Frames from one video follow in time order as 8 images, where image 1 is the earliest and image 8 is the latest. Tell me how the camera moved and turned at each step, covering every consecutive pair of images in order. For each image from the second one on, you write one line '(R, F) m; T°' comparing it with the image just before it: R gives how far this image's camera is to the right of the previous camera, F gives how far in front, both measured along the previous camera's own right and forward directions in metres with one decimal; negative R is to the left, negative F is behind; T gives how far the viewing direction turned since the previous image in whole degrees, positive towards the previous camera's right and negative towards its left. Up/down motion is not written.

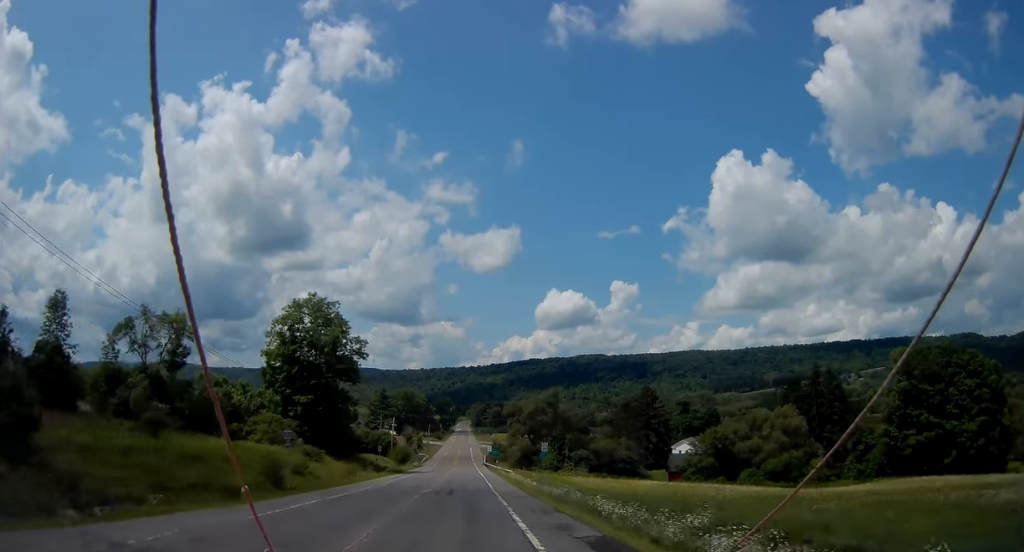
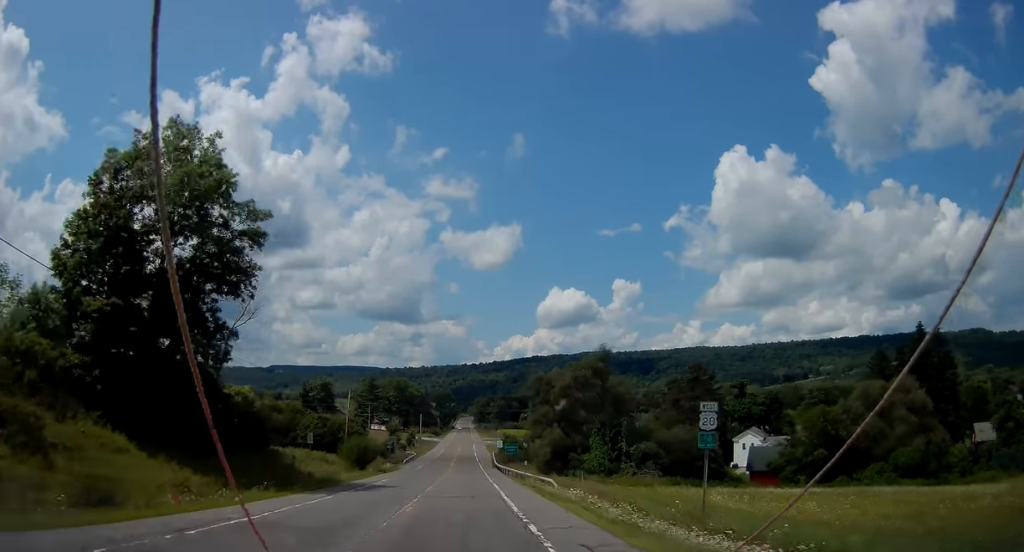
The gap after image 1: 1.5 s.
(+0.4, +38.8) m; 0°
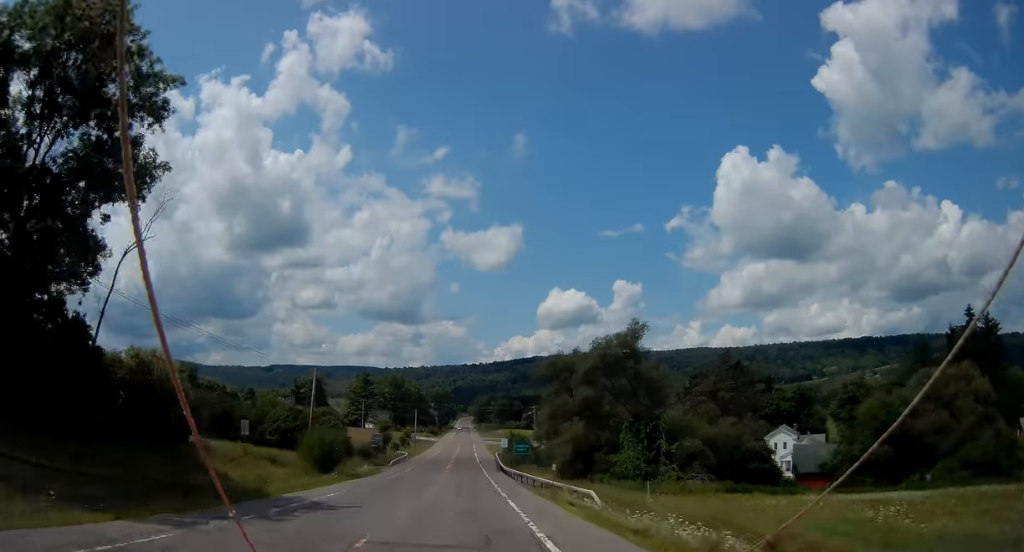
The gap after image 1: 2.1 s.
(0.0, +14.4) m; -1°
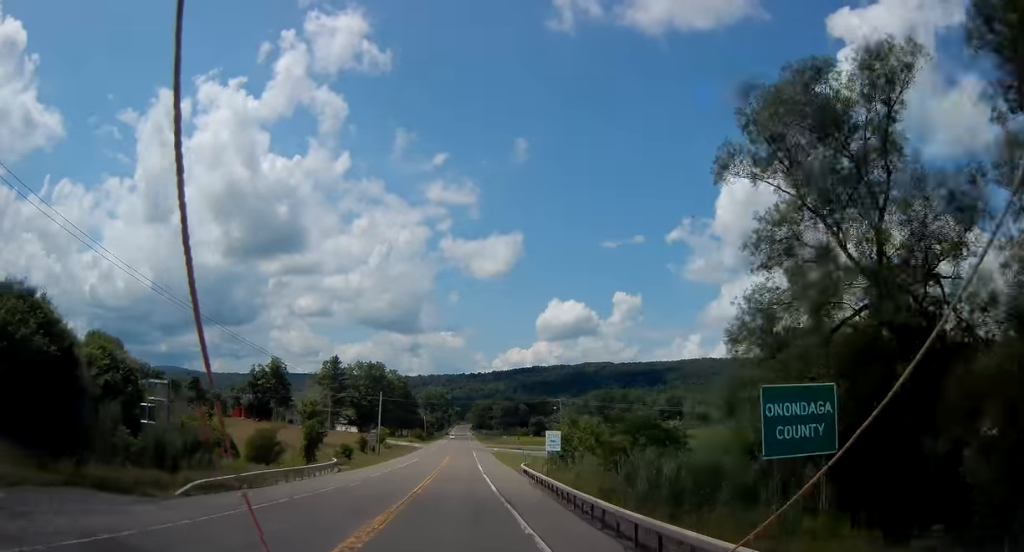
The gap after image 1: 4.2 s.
(-0.2, +53.7) m; +1°
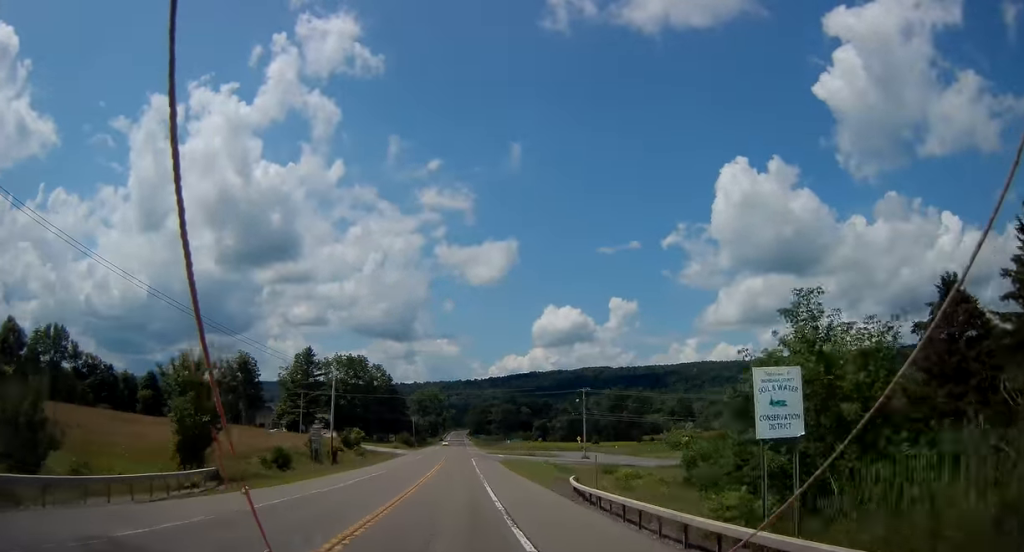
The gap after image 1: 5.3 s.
(+0.3, +28.3) m; 0°
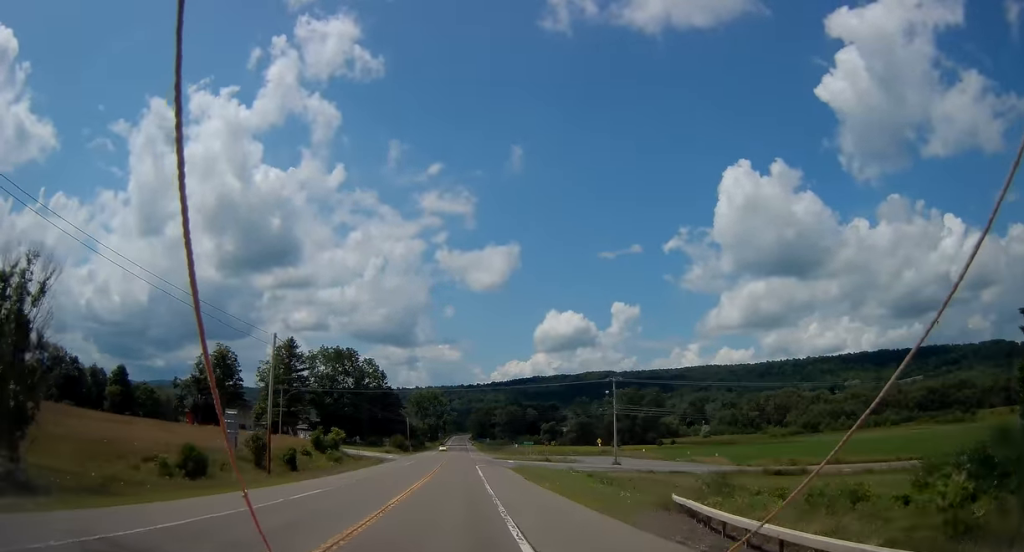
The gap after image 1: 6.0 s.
(-0.2, +18.9) m; 0°
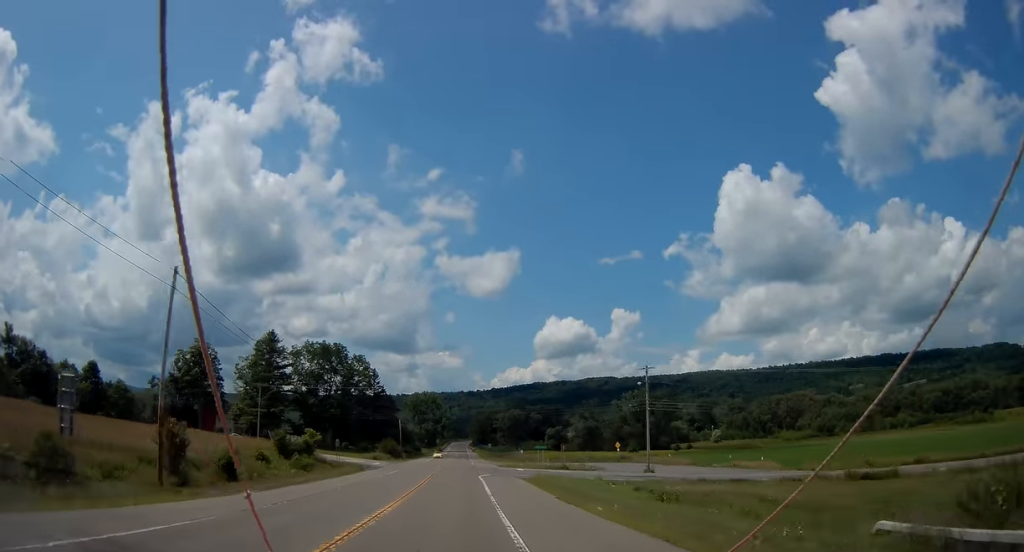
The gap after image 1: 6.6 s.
(-0.1, +14.6) m; 0°
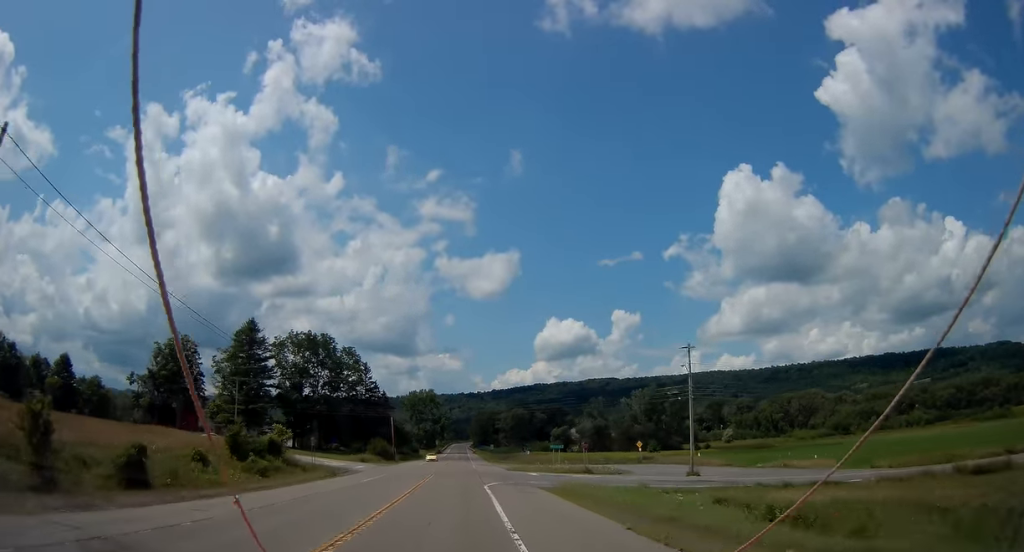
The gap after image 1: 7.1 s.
(+0.1, +12.8) m; 0°
